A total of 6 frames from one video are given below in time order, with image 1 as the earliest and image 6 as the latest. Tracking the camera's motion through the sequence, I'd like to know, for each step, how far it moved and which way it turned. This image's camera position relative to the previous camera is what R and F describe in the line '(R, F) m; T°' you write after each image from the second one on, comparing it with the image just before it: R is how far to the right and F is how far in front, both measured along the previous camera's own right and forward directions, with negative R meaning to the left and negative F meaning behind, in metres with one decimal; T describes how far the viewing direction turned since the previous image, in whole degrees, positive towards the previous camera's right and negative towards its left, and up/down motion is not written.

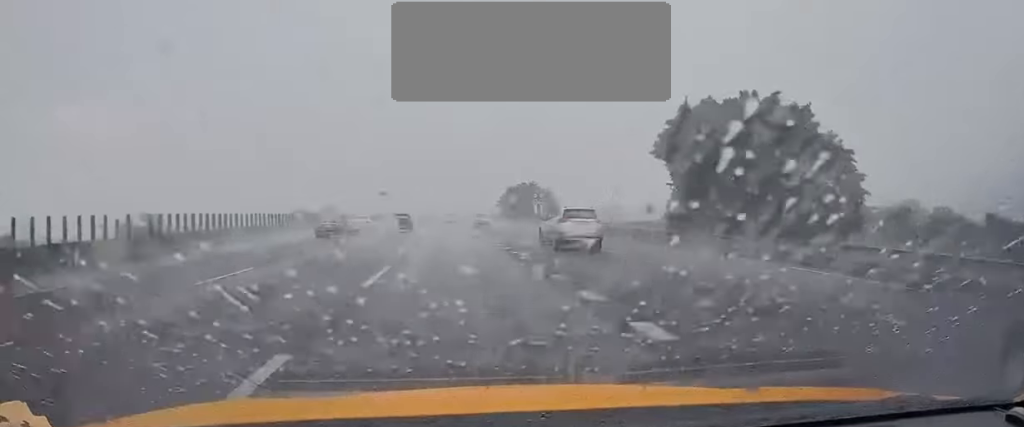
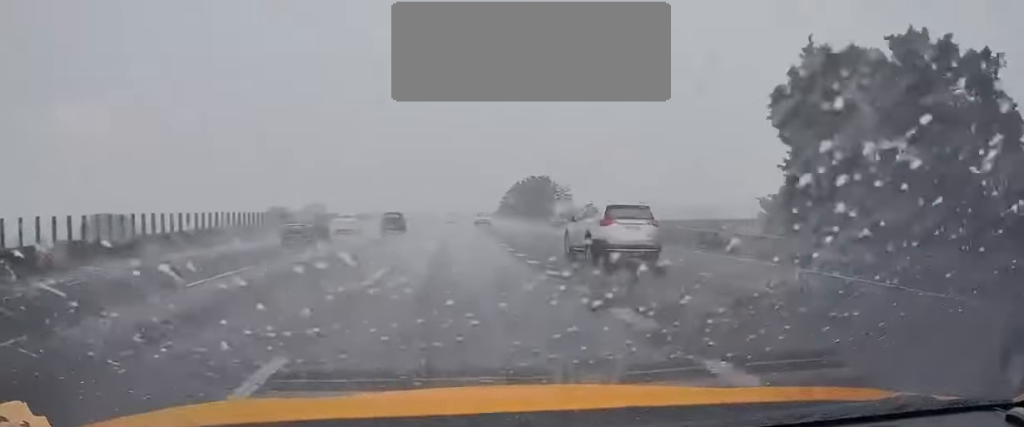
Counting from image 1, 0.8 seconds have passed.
(0.0, +21.0) m; 0°
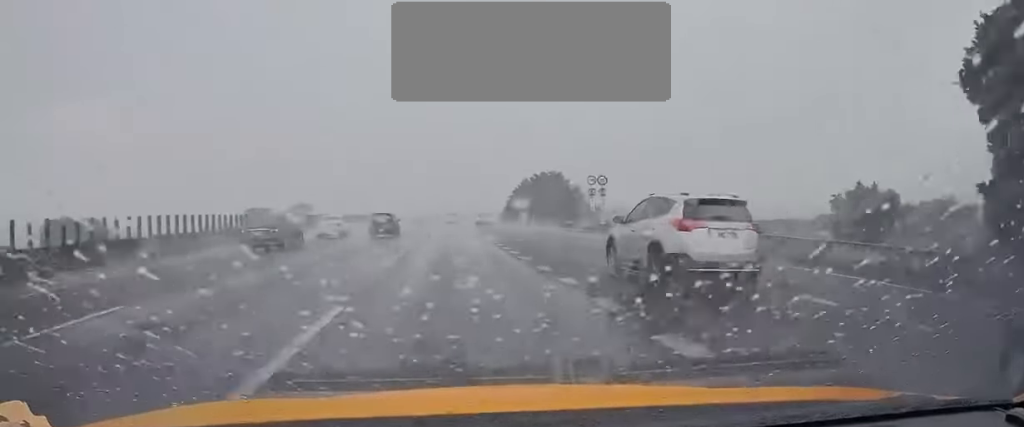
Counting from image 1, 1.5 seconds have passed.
(0.0, +17.9) m; 0°
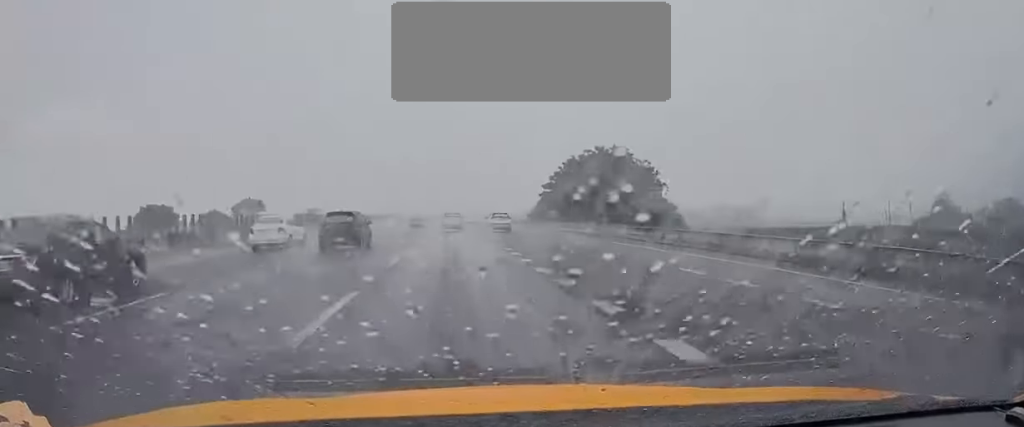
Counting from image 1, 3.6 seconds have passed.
(-0.4, +51.0) m; 0°
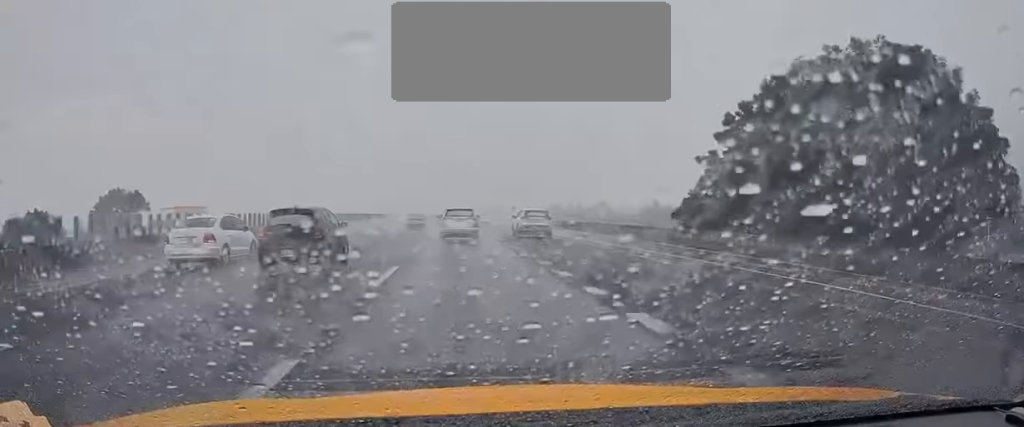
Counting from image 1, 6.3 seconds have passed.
(+0.4, +58.3) m; 0°
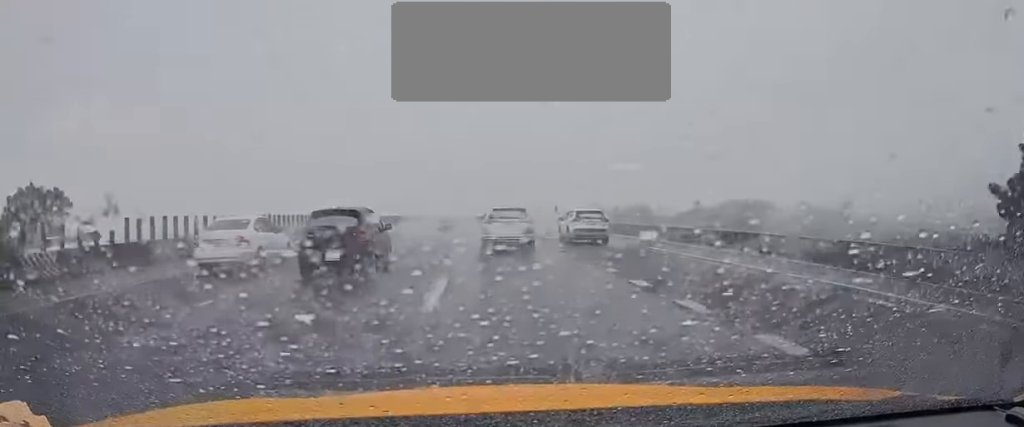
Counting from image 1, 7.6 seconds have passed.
(0.0, +24.0) m; -1°
